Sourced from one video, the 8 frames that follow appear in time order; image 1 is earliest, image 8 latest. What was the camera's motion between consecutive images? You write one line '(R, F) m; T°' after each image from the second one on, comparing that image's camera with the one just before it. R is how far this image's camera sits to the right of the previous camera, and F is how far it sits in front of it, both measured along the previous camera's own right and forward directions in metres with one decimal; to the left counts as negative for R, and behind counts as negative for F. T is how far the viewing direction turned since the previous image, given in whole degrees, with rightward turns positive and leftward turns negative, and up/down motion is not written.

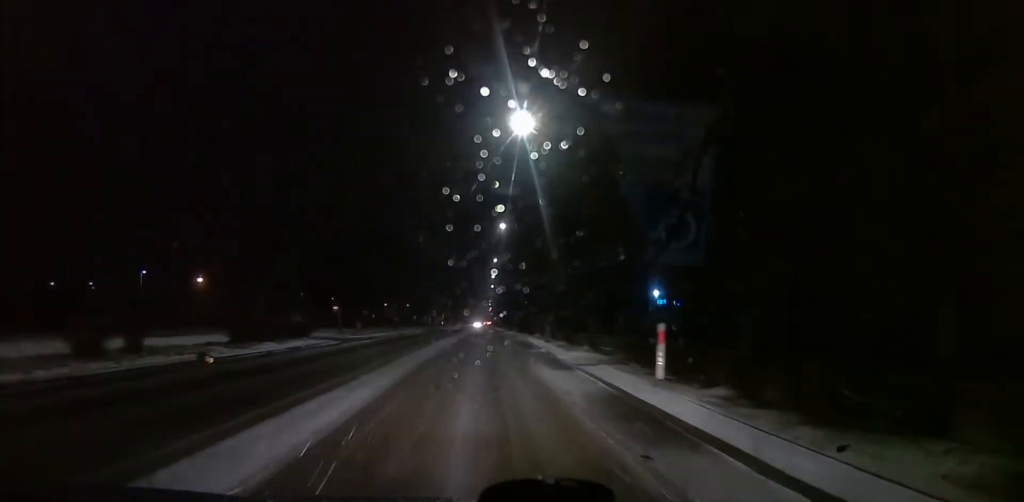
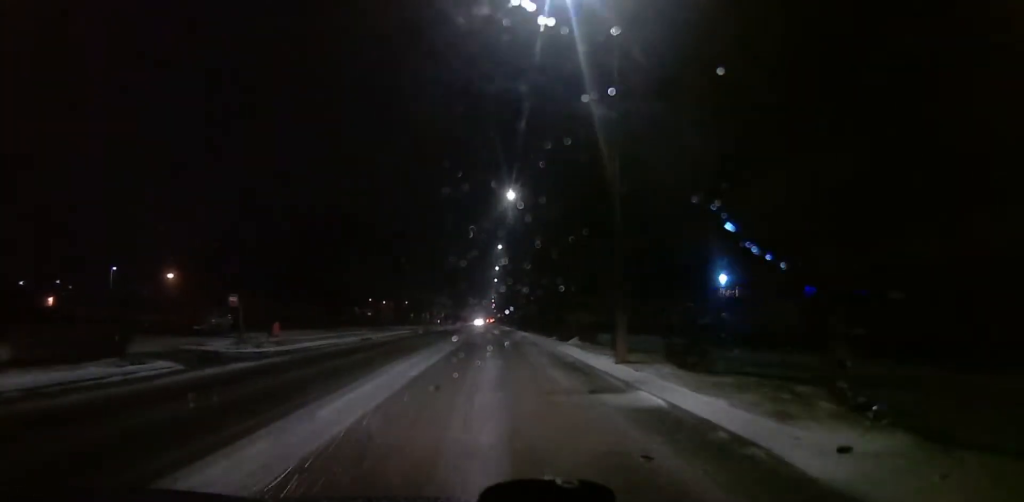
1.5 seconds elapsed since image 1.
(-0.5, +15.9) m; 0°
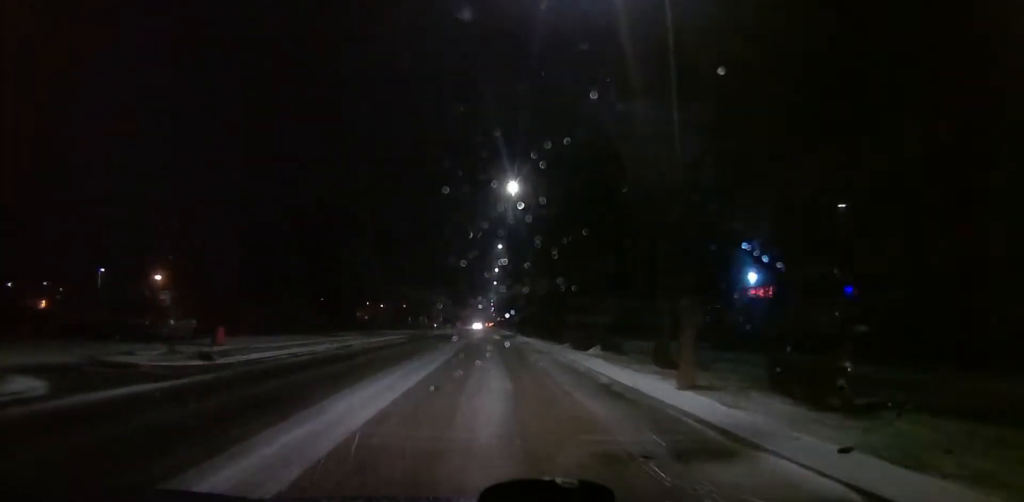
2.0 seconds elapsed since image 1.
(-0.2, +5.0) m; +2°
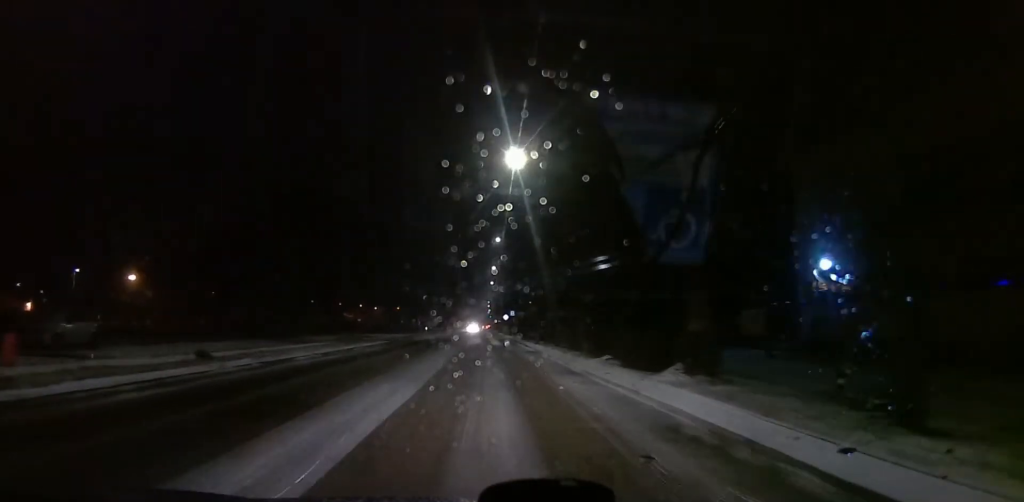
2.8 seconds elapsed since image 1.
(+0.7, +8.9) m; +2°
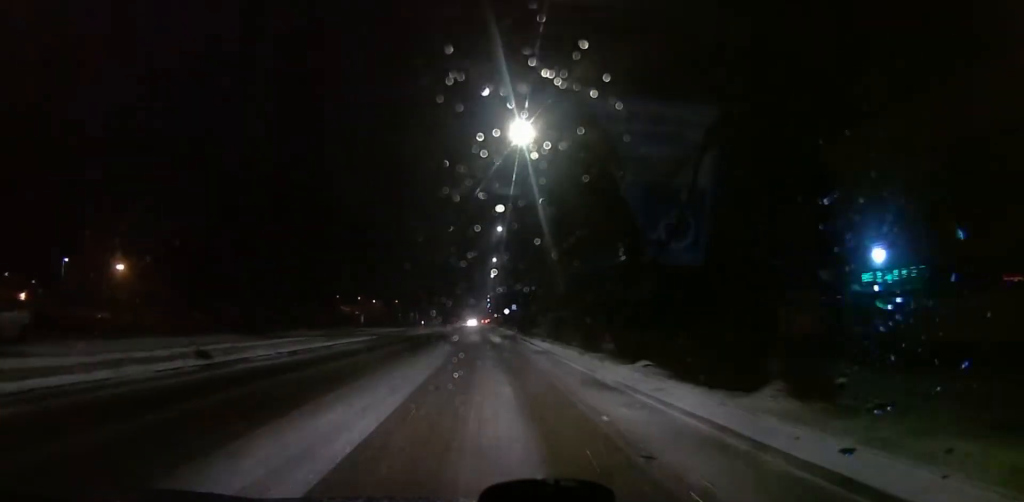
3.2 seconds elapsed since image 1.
(+0.1, +4.3) m; 0°
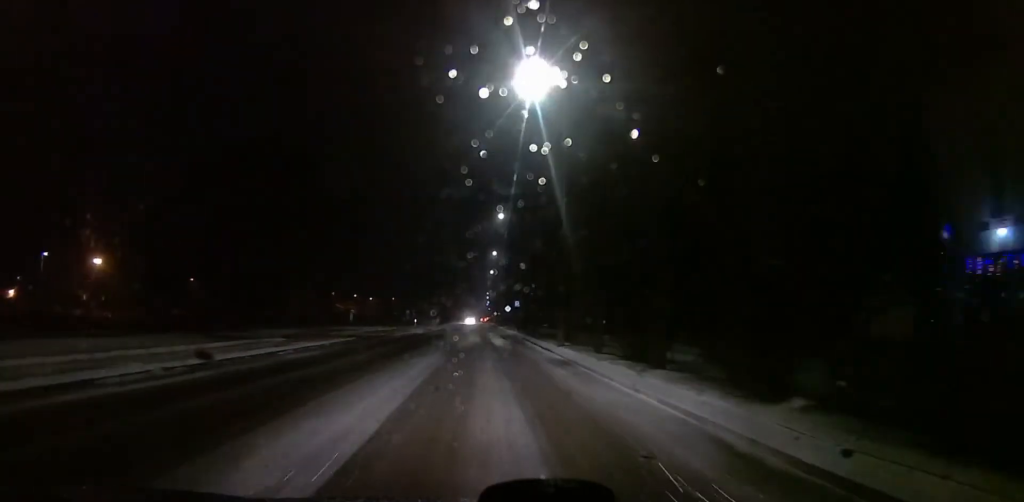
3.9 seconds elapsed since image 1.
(-0.2, +7.6) m; -3°
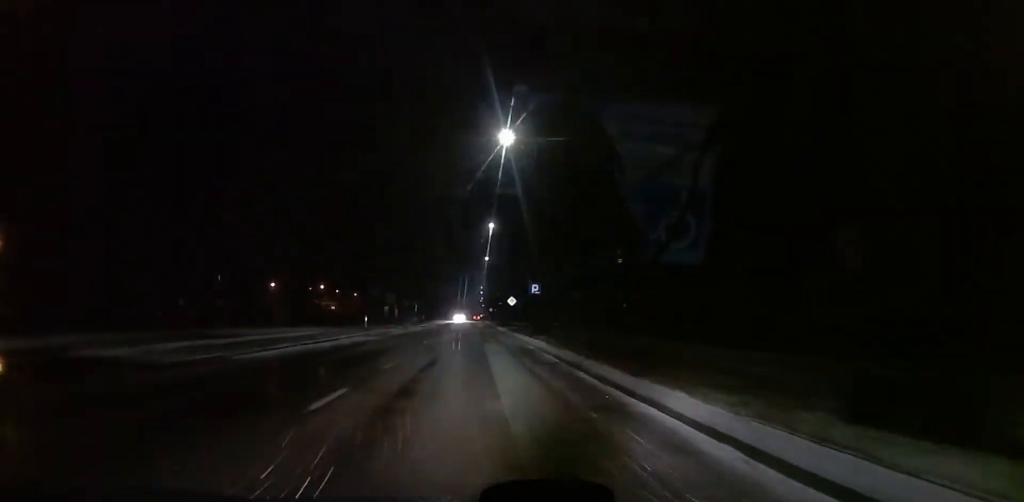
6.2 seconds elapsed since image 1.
(-0.3, +26.3) m; -1°
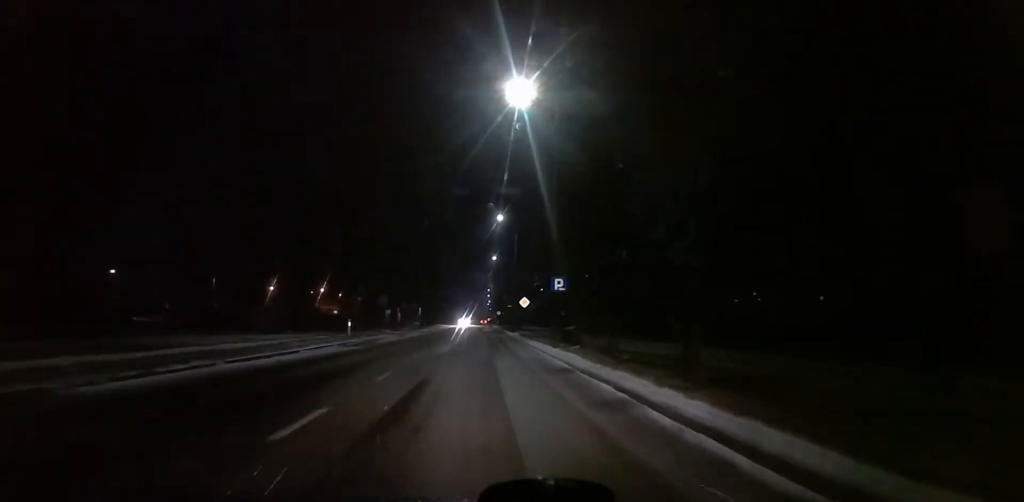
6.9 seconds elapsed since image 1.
(-0.3, +7.8) m; 0°
